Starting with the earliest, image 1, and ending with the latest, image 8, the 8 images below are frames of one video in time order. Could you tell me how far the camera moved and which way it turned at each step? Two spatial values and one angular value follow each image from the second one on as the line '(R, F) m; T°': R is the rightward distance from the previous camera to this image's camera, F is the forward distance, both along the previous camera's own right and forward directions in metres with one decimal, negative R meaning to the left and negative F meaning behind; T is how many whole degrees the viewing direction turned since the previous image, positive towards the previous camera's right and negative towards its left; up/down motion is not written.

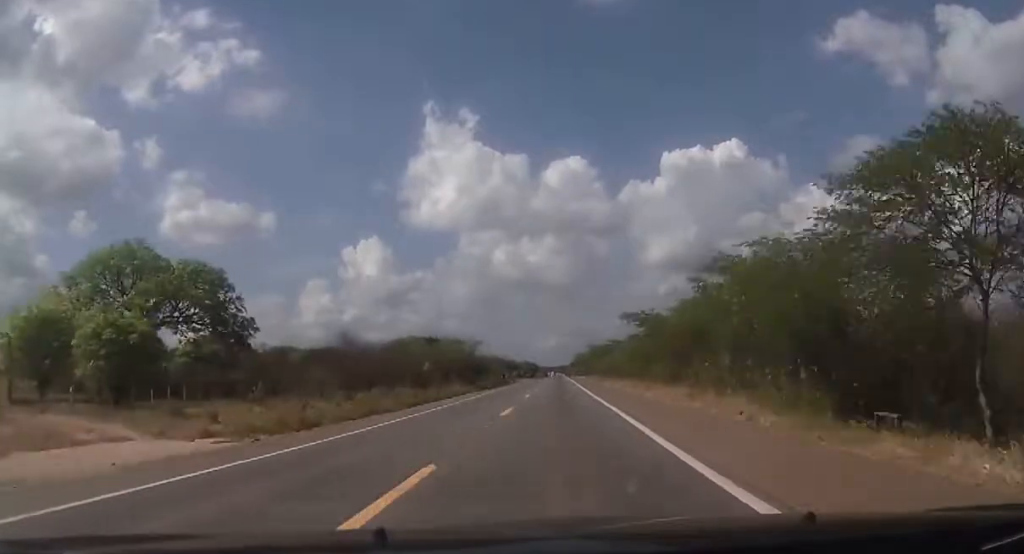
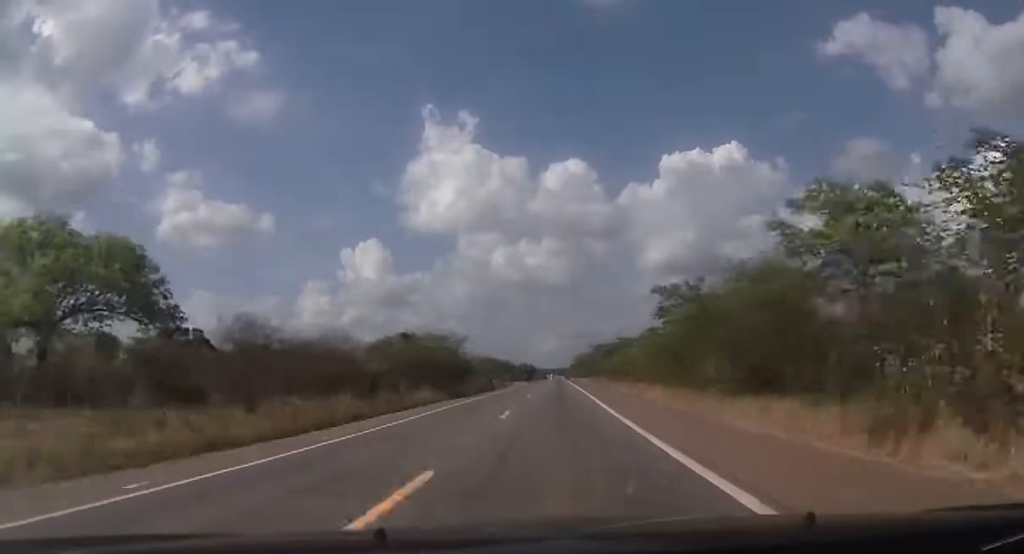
(-0.1, +15.8) m; 0°
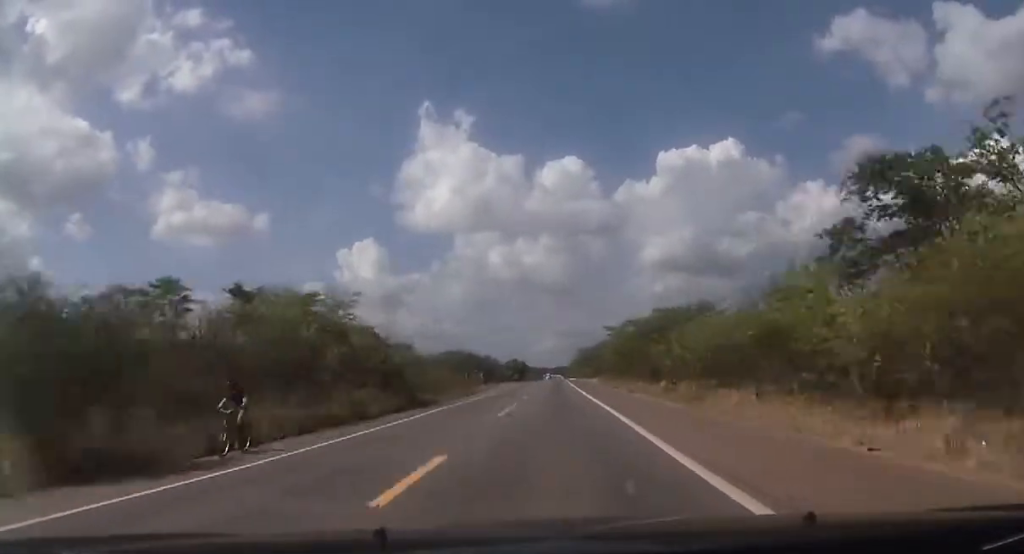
(-0.3, +46.0) m; 0°
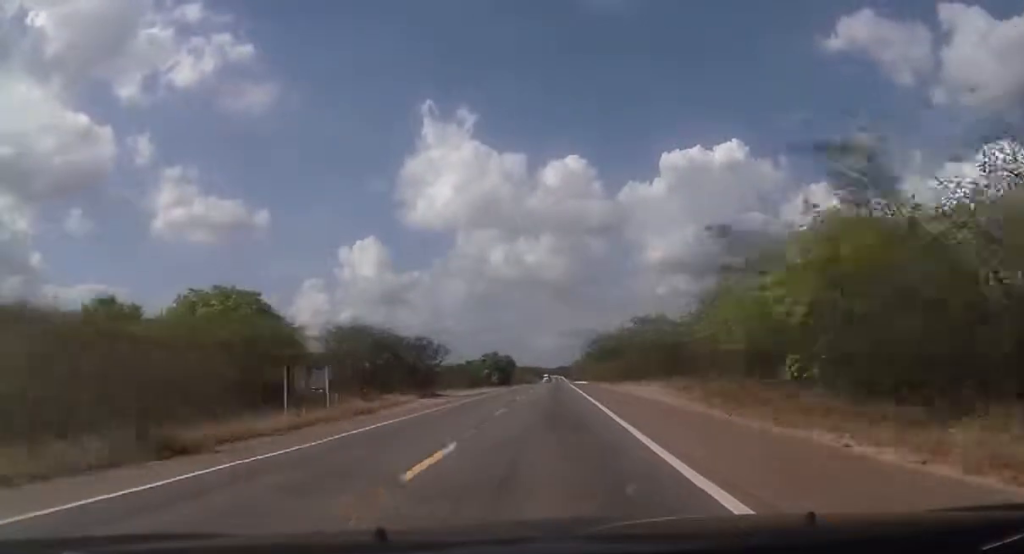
(+0.4, +61.7) m; 0°
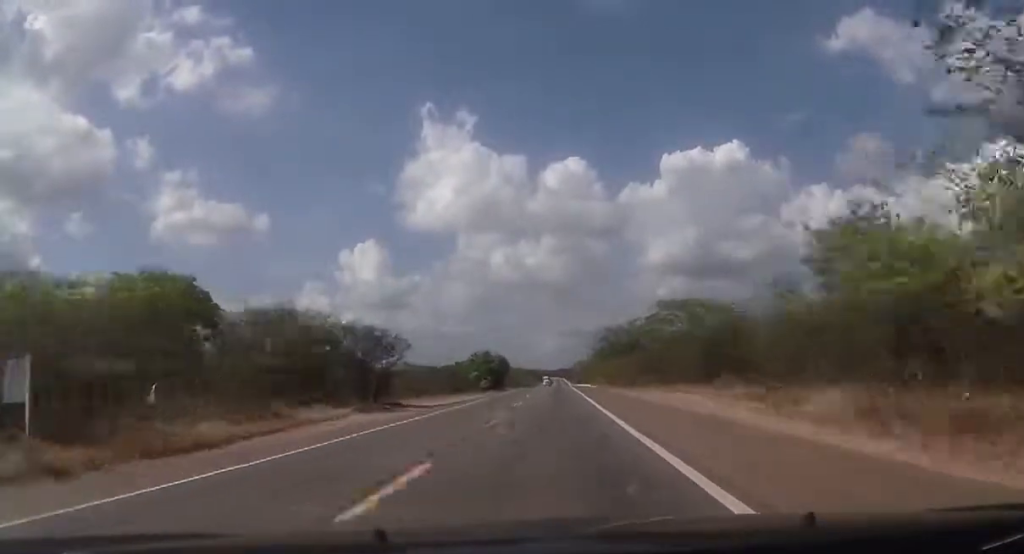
(0.0, +18.4) m; 0°
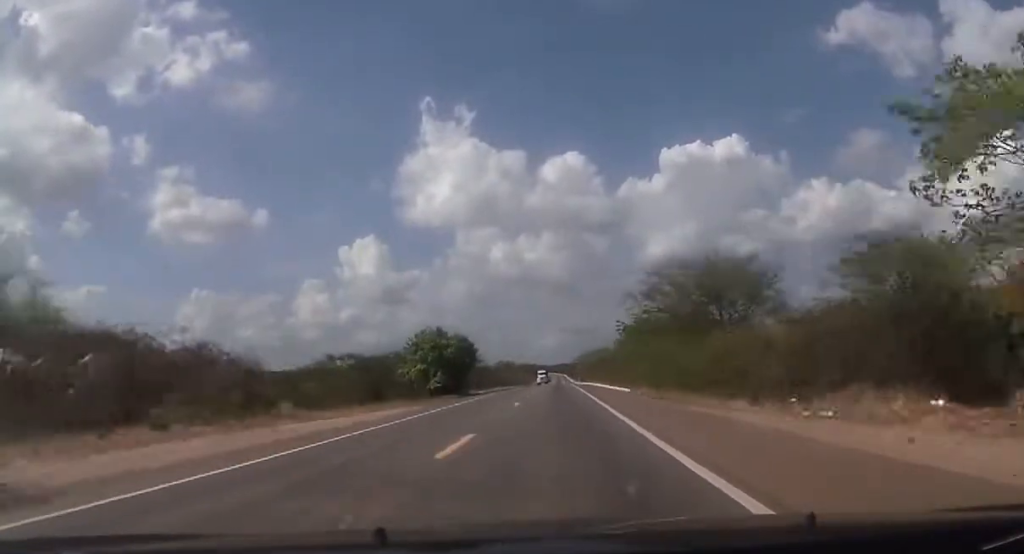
(0.0, +43.2) m; -1°
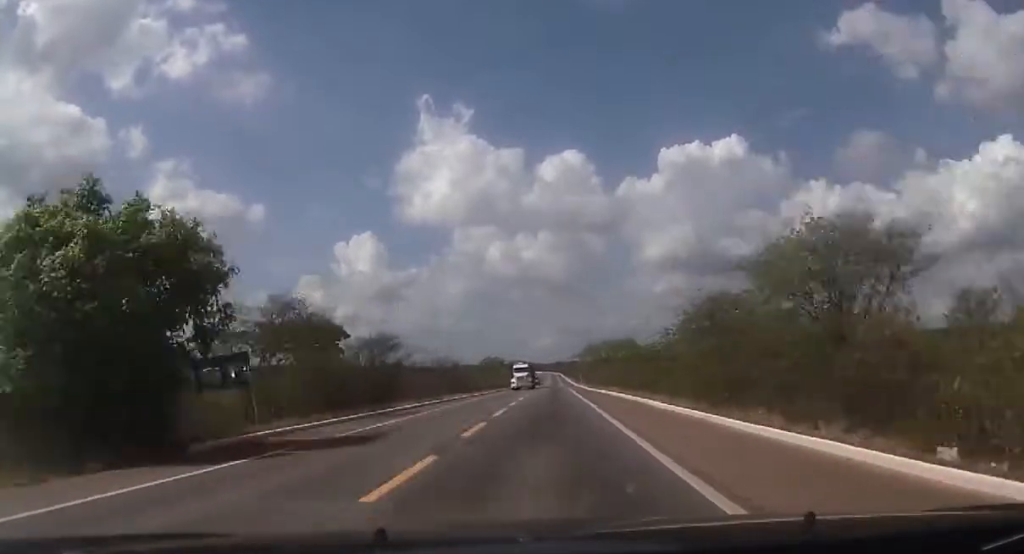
(-0.6, +50.9) m; 0°
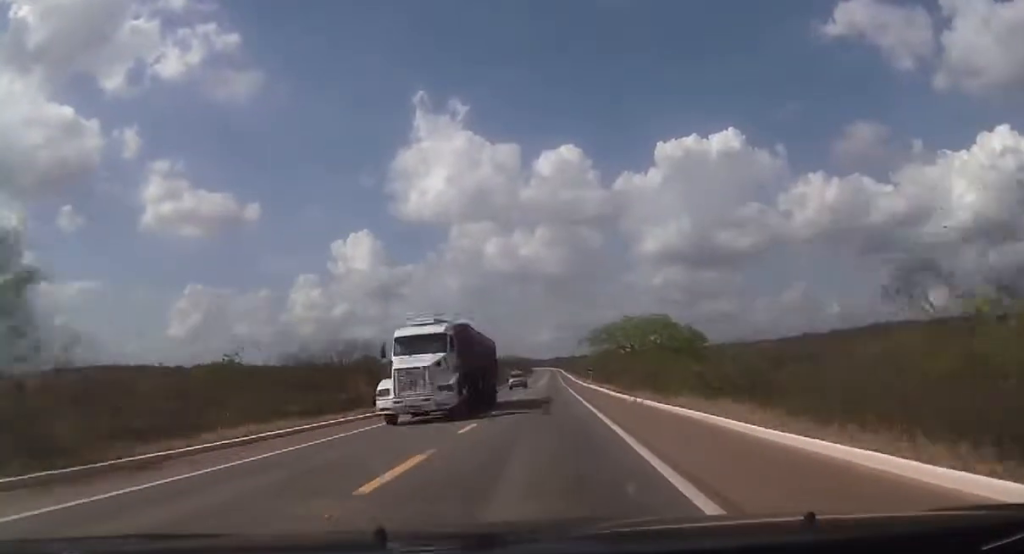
(+0.4, +39.2) m; +1°
